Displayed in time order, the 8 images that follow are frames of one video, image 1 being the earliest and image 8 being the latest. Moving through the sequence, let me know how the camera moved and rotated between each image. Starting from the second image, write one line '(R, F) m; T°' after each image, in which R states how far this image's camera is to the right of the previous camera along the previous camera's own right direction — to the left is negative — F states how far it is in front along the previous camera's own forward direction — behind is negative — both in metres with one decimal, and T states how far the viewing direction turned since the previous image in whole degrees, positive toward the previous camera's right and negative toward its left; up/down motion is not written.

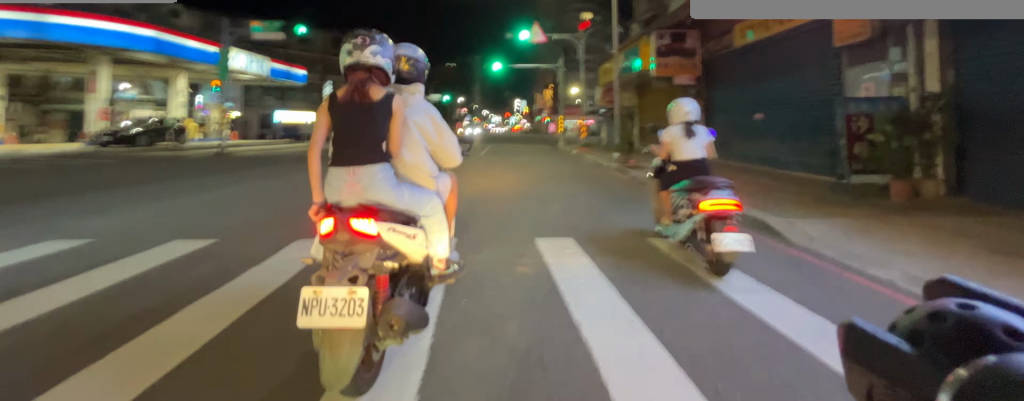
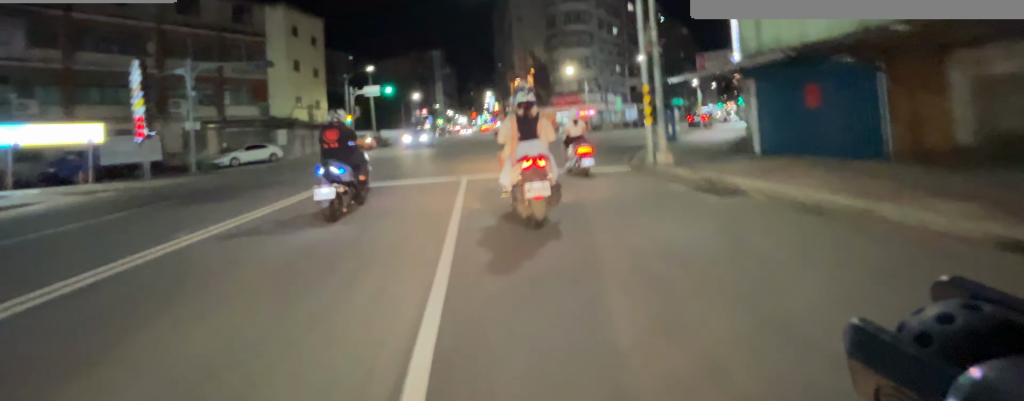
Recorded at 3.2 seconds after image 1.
(-0.7, +24.2) m; -1°
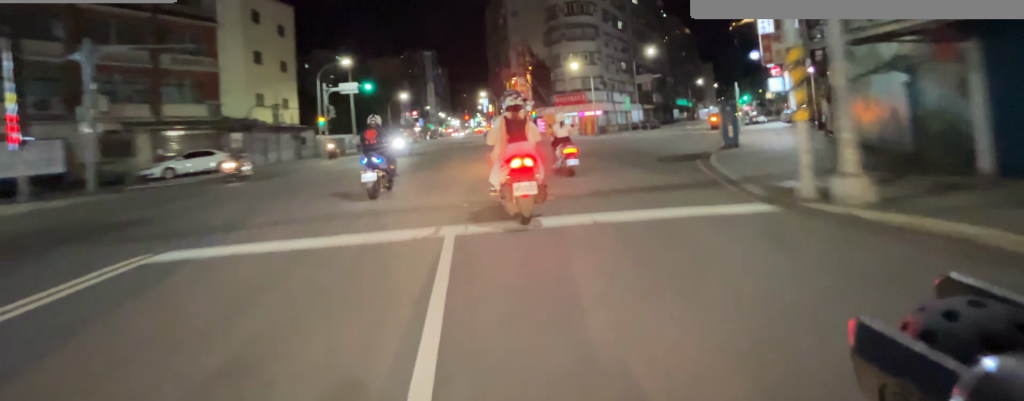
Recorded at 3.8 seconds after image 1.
(0.0, +6.0) m; 0°
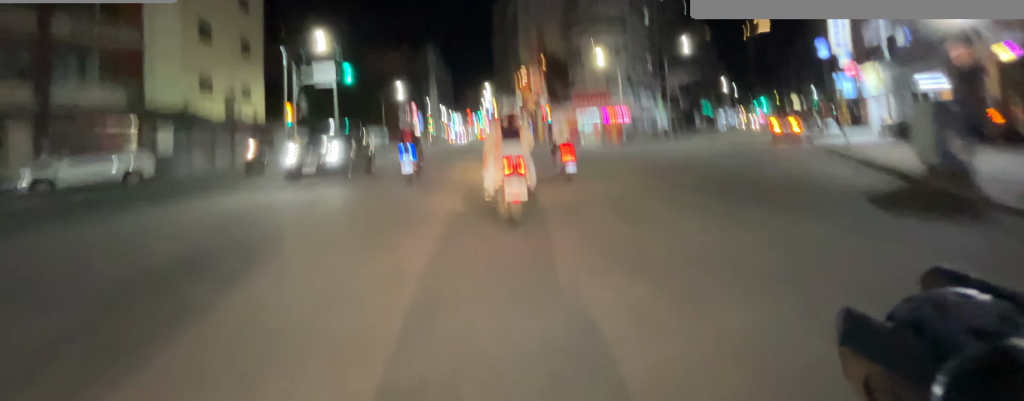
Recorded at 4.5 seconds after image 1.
(0.0, +7.8) m; 0°
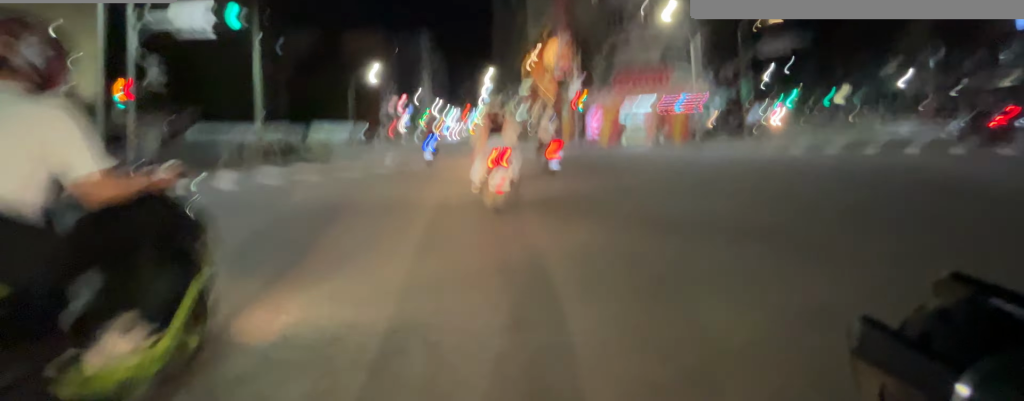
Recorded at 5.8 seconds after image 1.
(0.0, +14.6) m; 0°
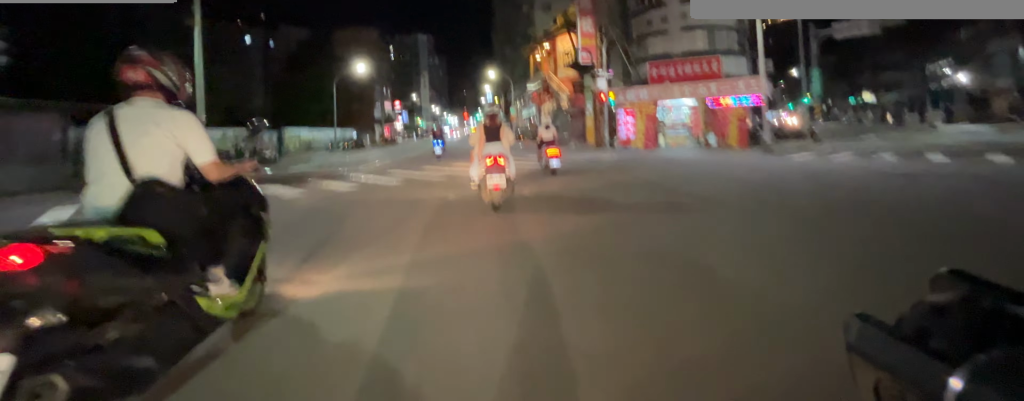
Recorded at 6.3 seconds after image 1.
(0.0, +6.0) m; 0°
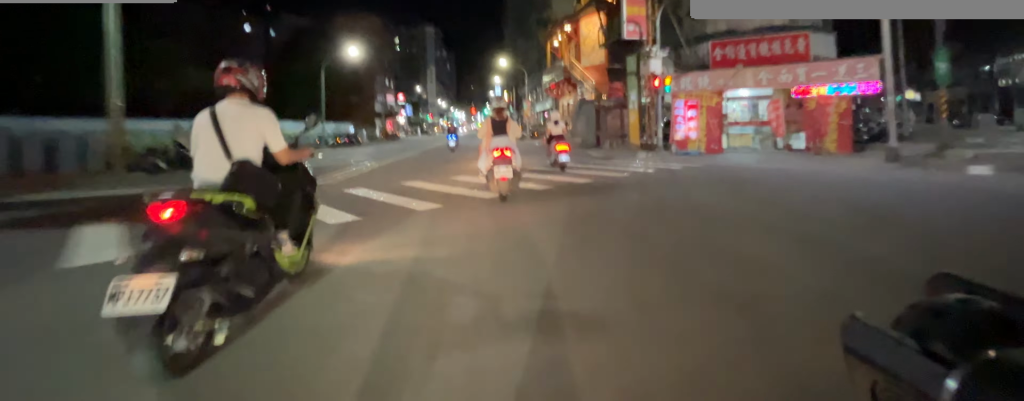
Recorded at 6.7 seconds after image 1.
(0.0, +5.7) m; 0°
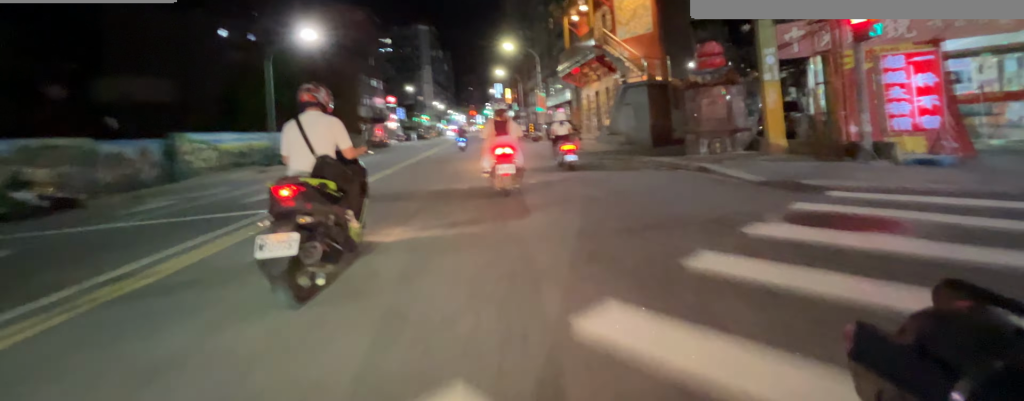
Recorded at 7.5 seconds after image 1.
(0.0, +9.1) m; 0°
